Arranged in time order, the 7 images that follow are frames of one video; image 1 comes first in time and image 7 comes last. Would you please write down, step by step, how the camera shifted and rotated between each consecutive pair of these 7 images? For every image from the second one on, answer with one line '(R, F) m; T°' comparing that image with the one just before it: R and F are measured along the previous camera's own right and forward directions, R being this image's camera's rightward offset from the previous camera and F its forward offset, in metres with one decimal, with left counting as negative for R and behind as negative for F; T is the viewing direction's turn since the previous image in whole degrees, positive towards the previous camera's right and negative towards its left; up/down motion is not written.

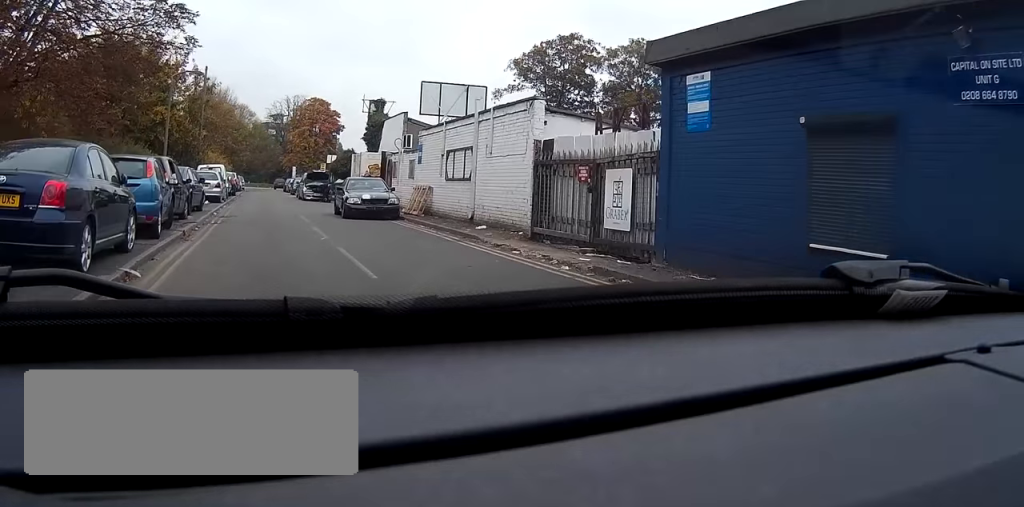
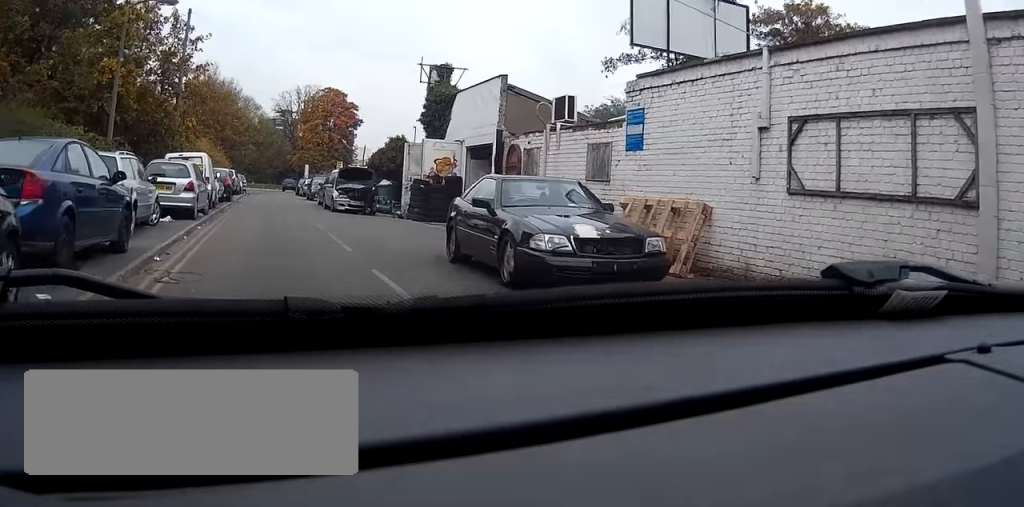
(+0.3, +15.8) m; 0°
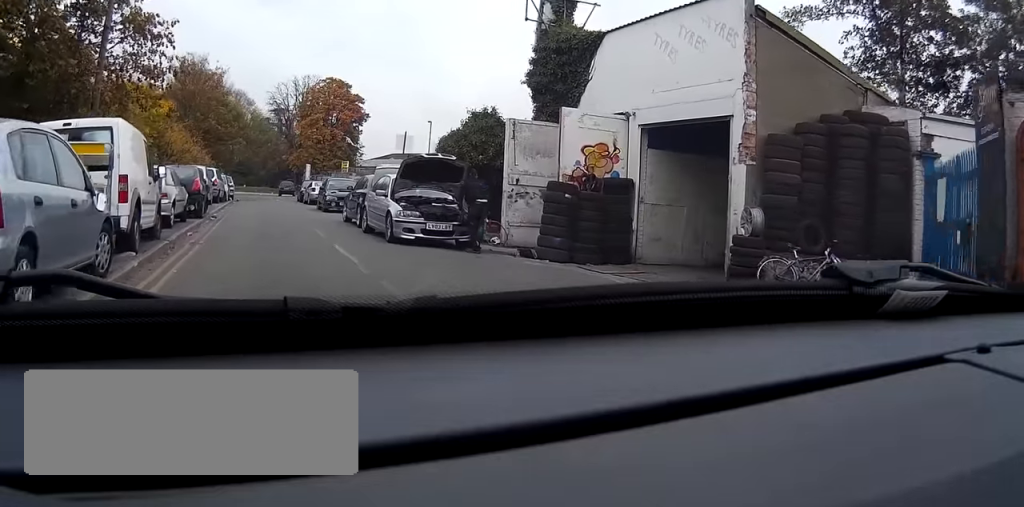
(+0.1, +13.5) m; +2°
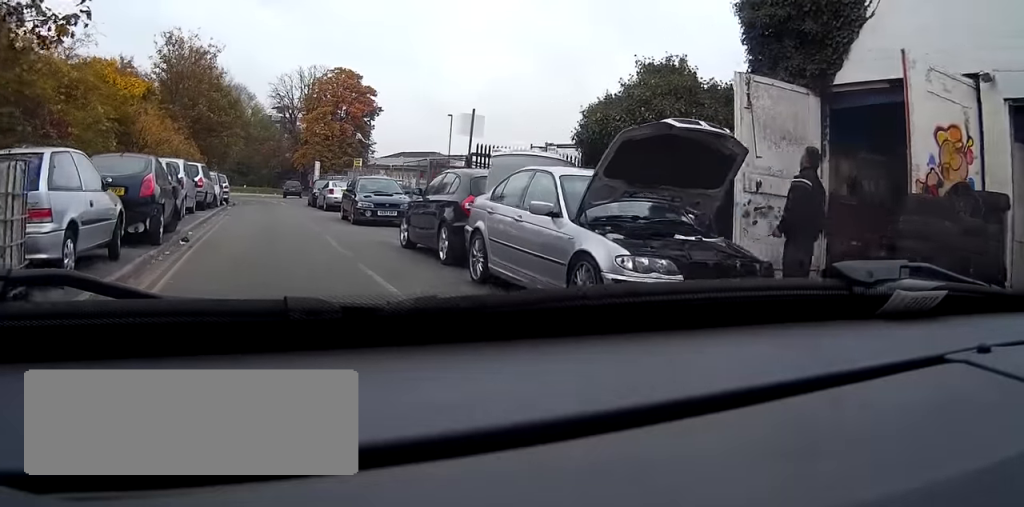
(+0.1, +9.2) m; -1°
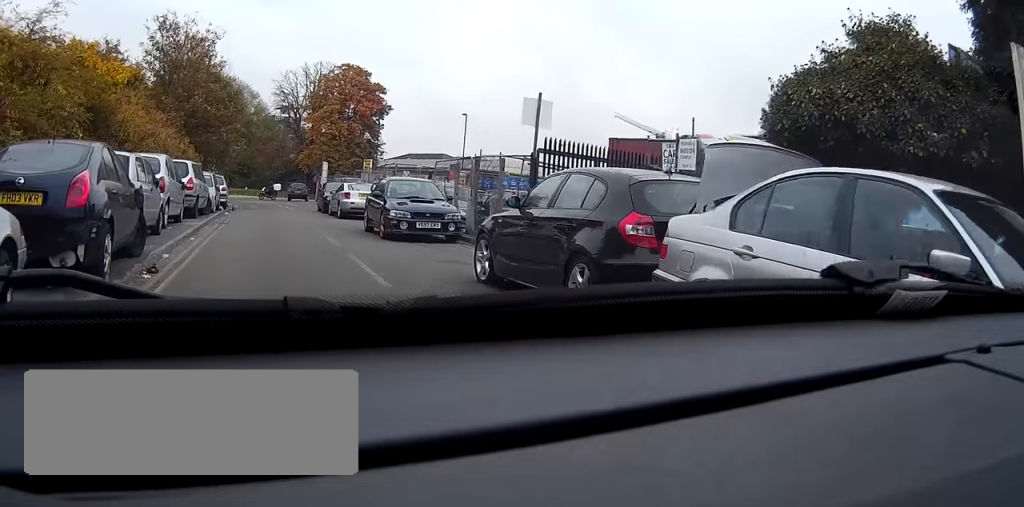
(-0.1, +4.5) m; -1°
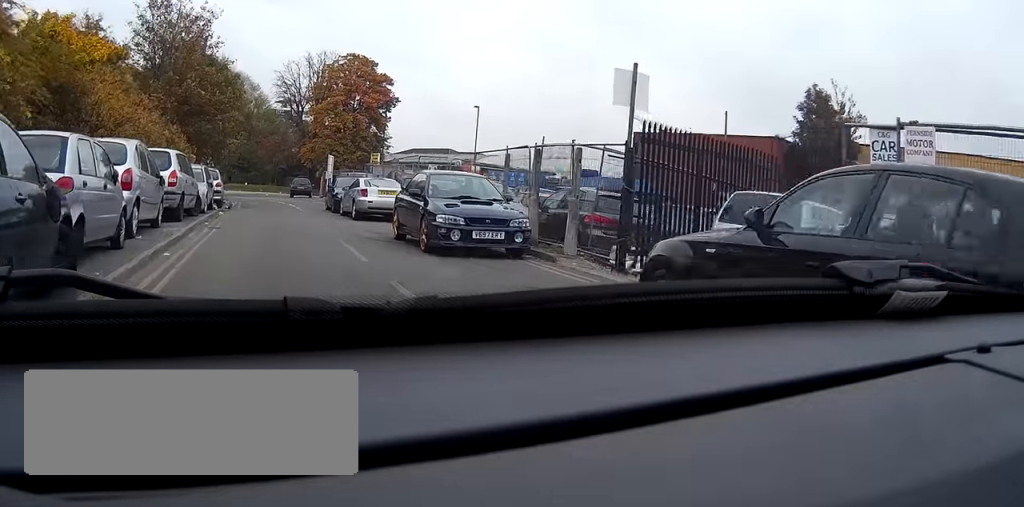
(0.0, +4.0) m; 0°
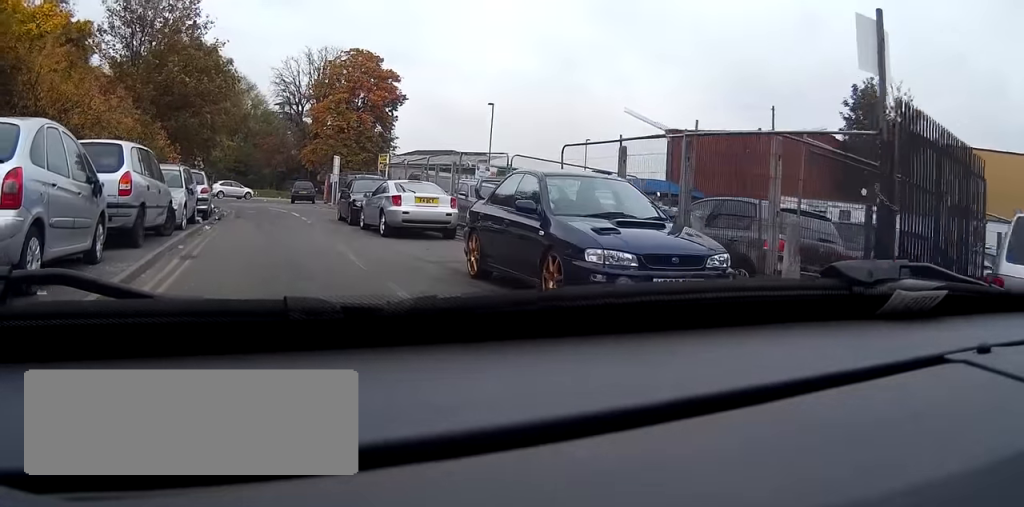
(0.0, +5.4) m; 0°
